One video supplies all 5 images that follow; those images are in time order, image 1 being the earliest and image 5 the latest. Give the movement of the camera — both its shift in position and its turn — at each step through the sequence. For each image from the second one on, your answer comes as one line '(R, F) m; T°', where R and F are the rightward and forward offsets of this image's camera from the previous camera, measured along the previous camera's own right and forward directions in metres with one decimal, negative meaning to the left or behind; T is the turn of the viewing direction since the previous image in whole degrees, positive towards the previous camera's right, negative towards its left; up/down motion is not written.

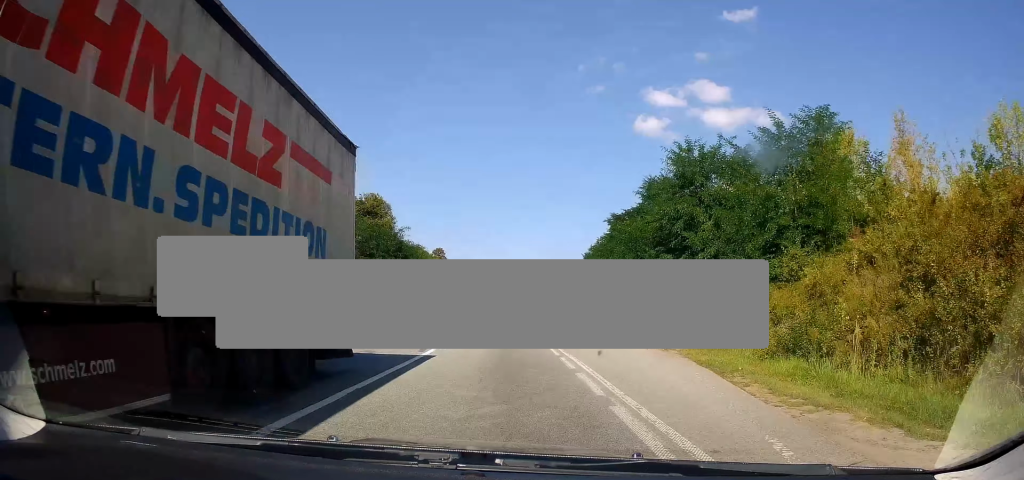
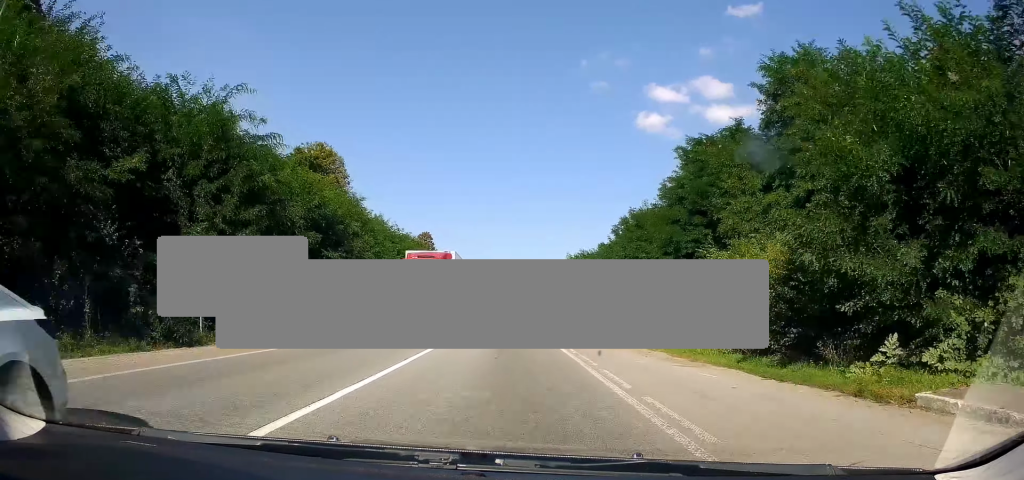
(+0.5, +33.5) m; 0°
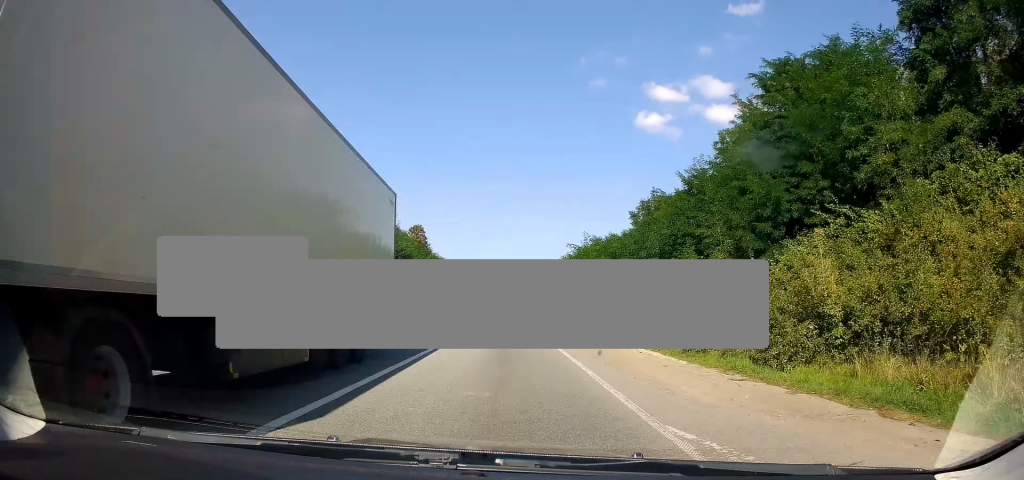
(-0.2, +14.7) m; -1°
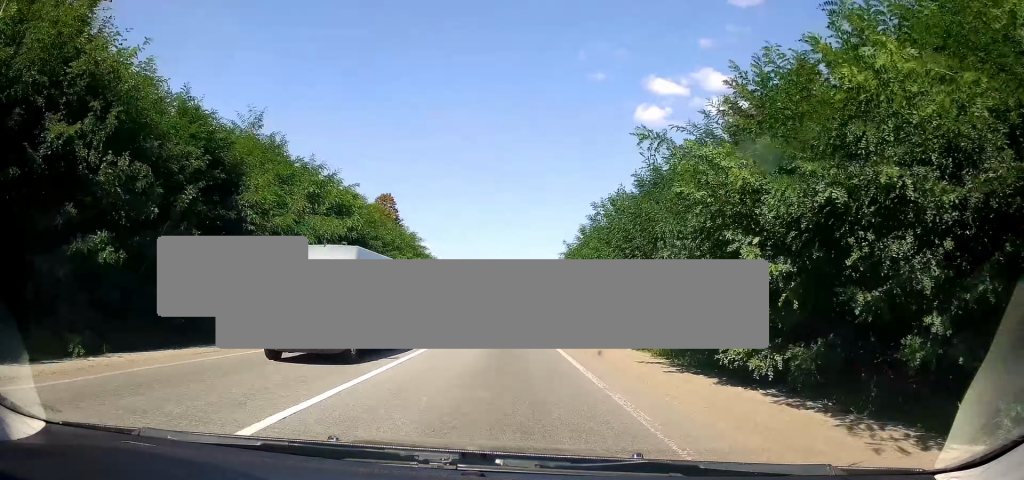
(+0.1, +40.9) m; 0°
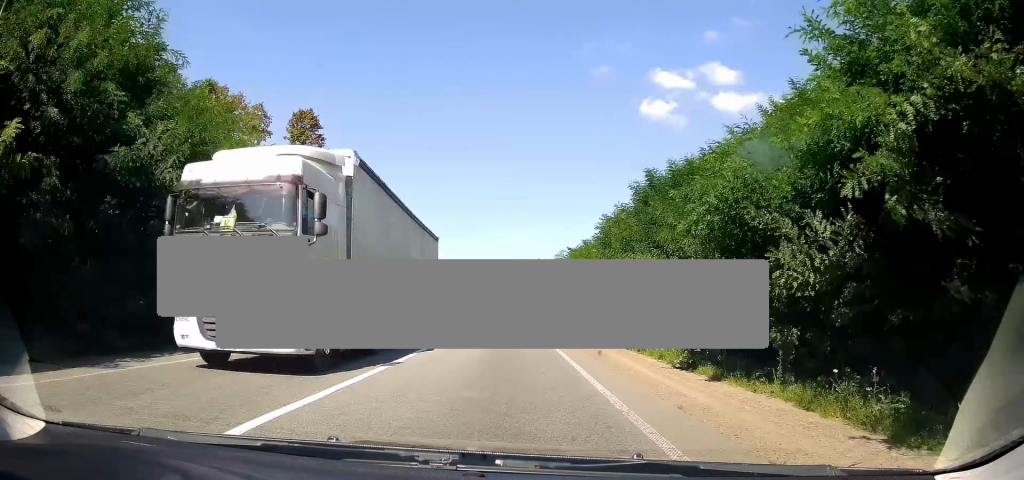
(+0.1, +51.8) m; 0°
